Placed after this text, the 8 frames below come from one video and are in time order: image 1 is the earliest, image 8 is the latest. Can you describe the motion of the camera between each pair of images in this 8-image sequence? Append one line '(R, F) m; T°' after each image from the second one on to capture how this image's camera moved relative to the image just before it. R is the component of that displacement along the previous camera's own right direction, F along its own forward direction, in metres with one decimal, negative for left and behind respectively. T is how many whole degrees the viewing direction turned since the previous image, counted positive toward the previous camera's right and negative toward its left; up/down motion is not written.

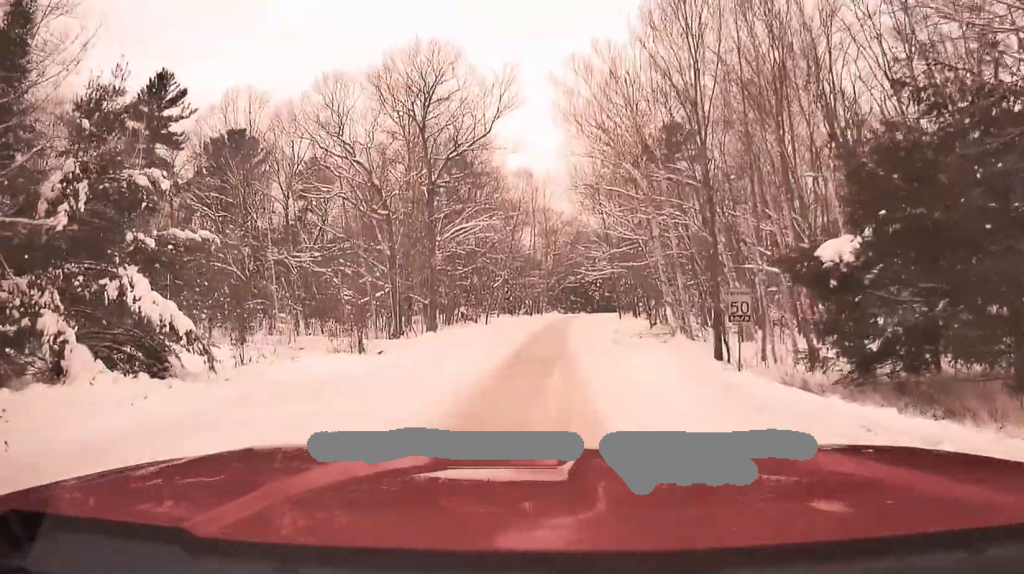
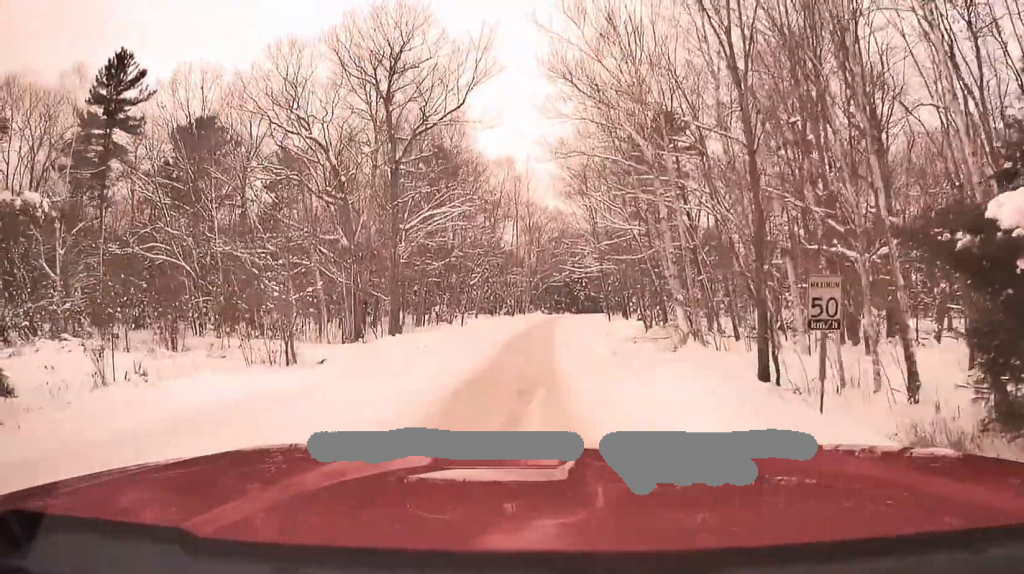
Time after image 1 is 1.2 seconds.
(-0.5, +6.8) m; -6°
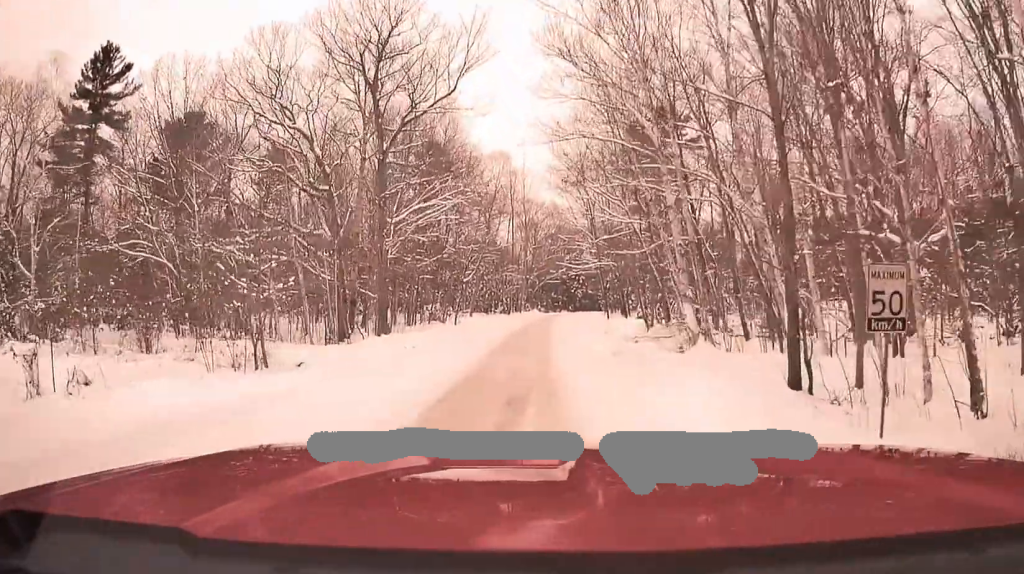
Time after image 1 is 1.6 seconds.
(0.0, +2.5) m; +1°
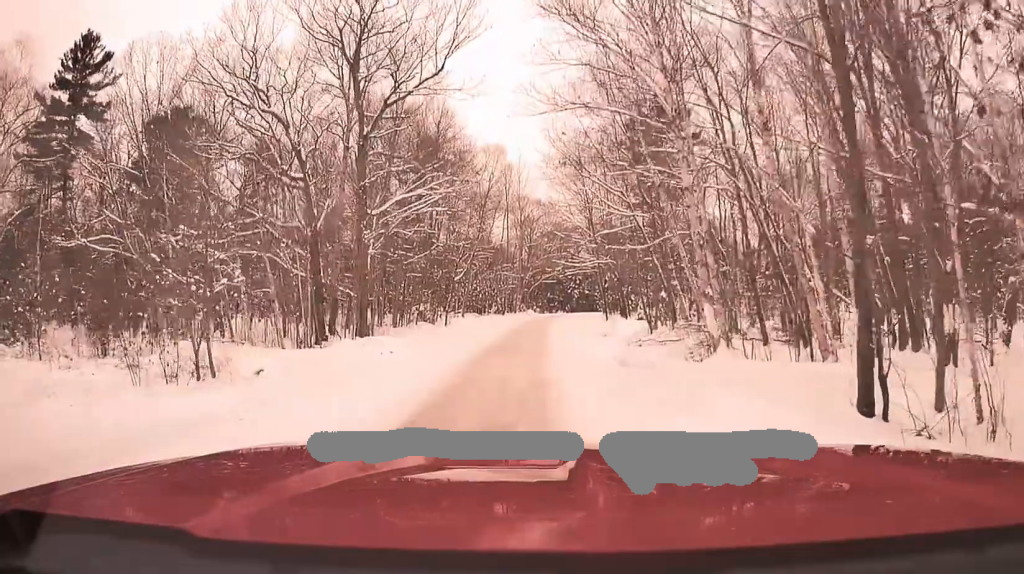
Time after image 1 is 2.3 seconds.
(0.0, +3.8) m; +5°
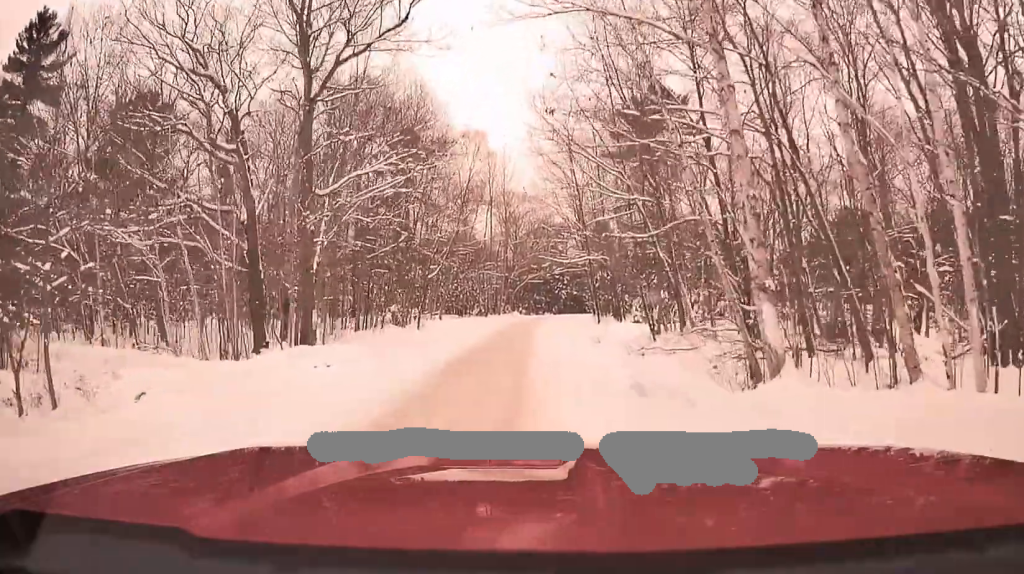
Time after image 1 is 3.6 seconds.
(+0.5, +6.8) m; +3°
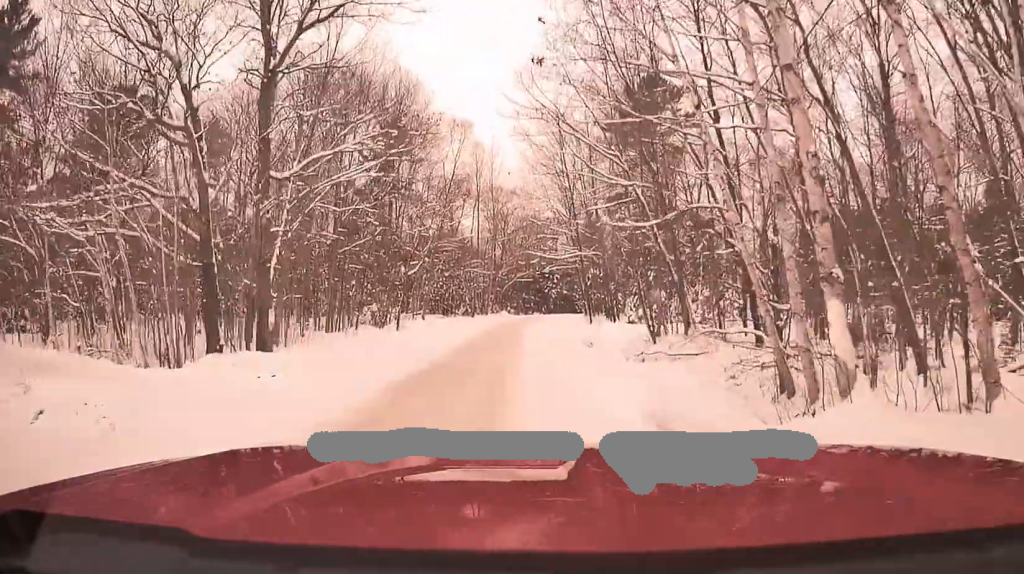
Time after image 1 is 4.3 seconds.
(-0.2, +3.8) m; 0°
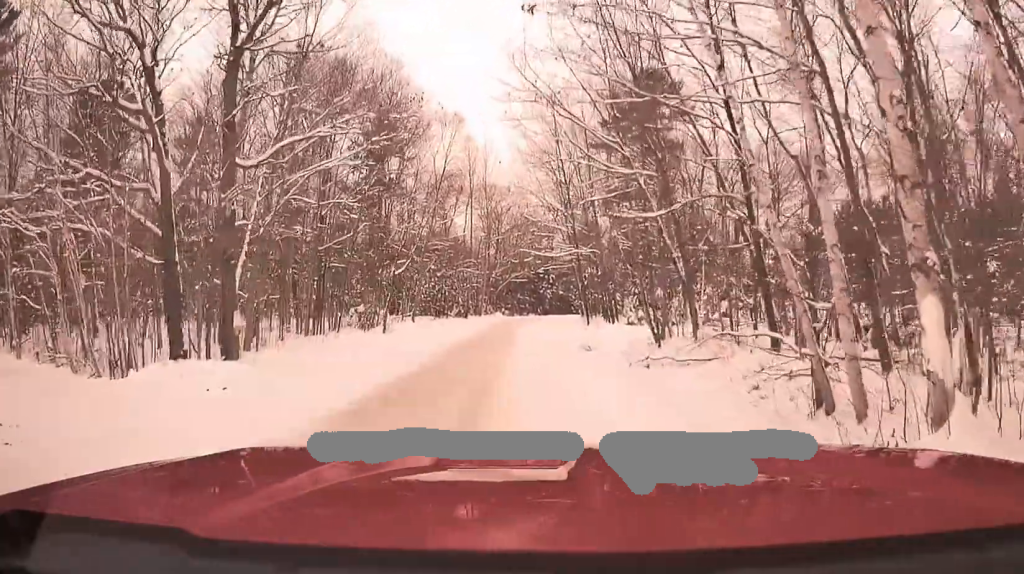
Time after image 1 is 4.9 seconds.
(+0.2, +2.7) m; -3°
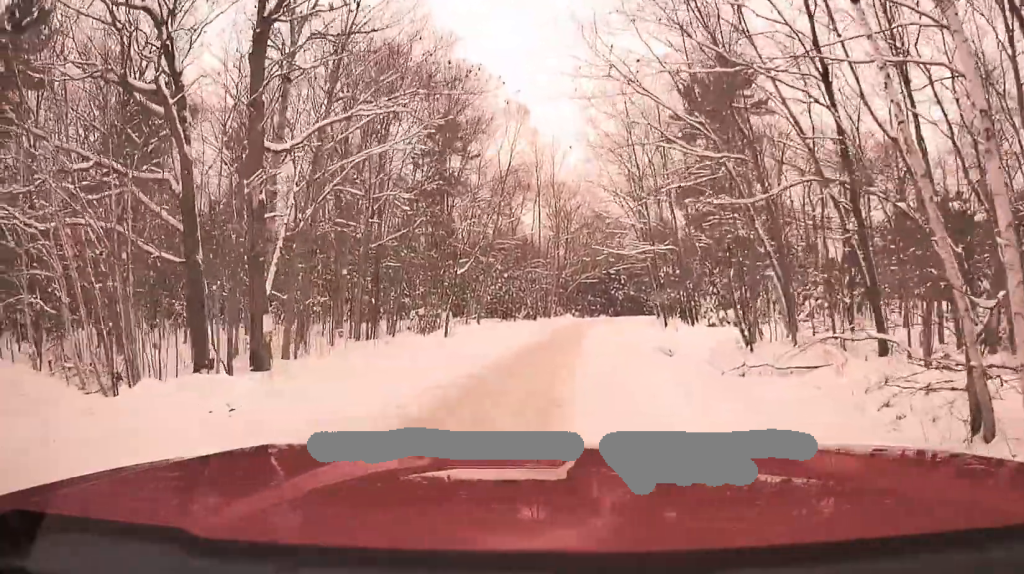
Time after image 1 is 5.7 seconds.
(-0.1, +3.4) m; -7°
